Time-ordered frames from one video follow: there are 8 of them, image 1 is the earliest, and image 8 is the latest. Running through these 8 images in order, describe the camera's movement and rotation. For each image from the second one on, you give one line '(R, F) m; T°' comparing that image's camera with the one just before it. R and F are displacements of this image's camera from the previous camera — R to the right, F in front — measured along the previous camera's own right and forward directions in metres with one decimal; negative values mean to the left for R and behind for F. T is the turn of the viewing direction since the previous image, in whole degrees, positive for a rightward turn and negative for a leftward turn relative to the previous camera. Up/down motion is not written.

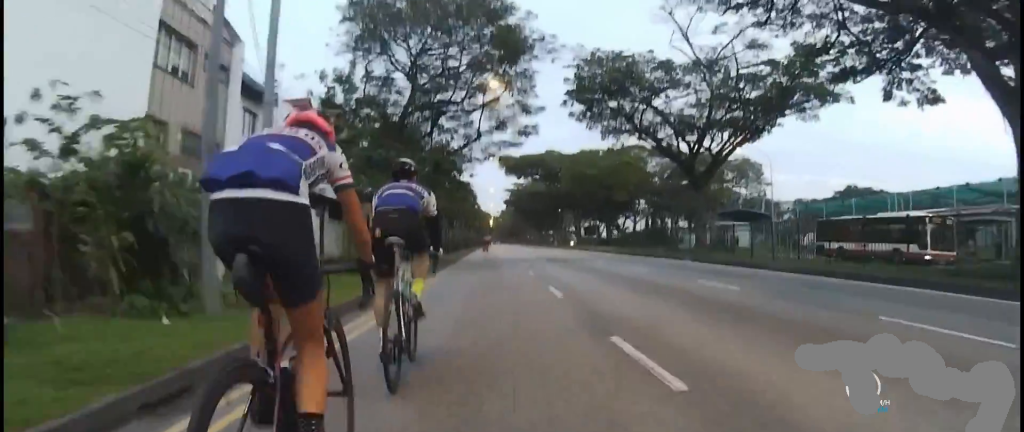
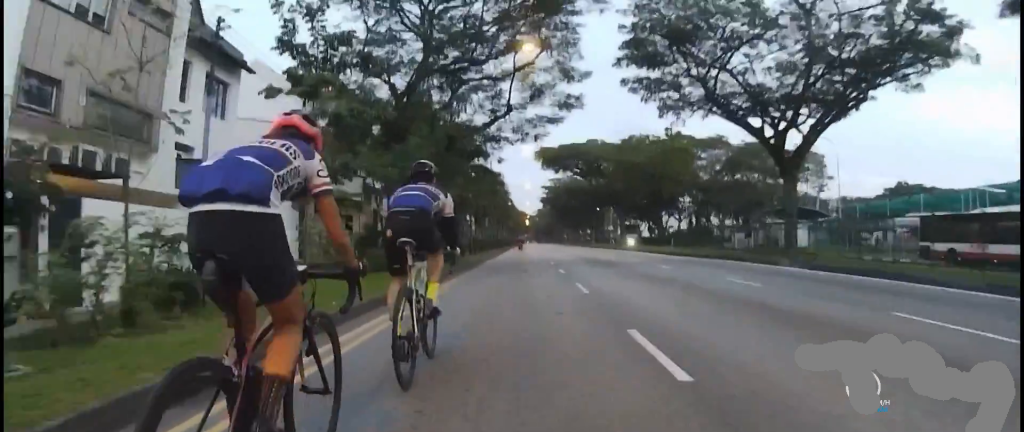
(0.0, +6.0) m; 0°
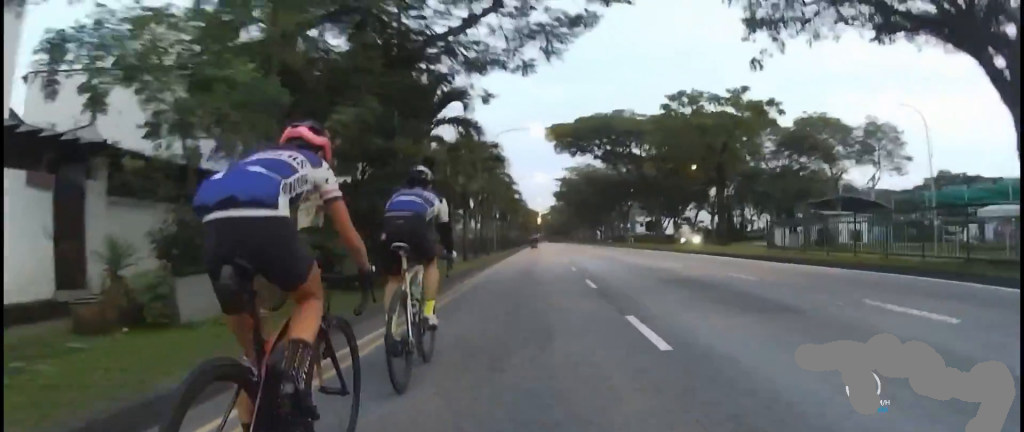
(-0.1, +11.2) m; -5°
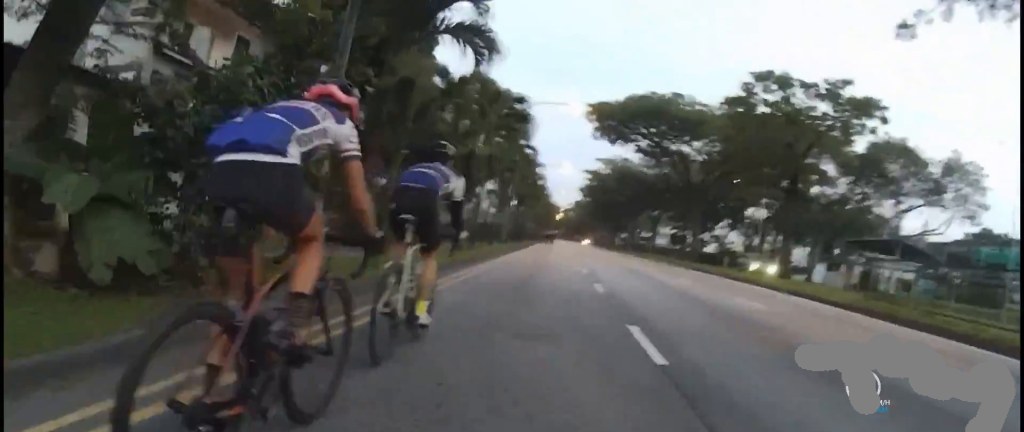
(-0.1, +6.1) m; -5°
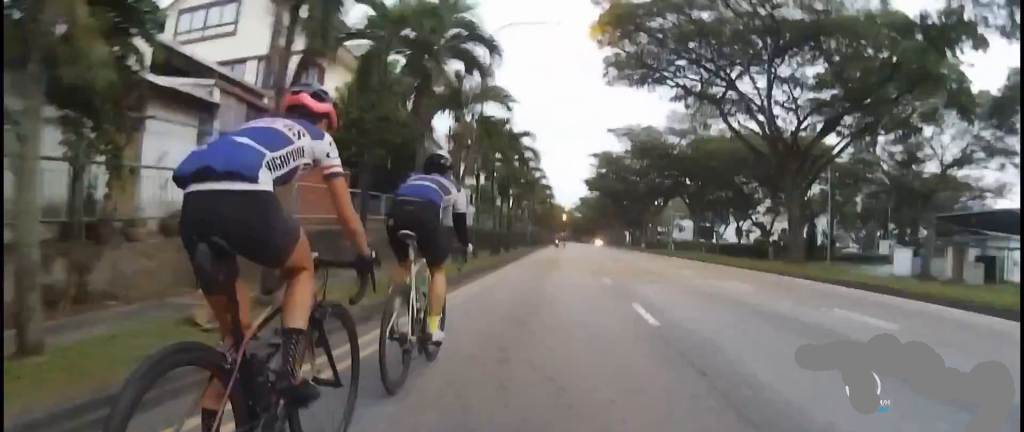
(+0.6, +16.4) m; +10°
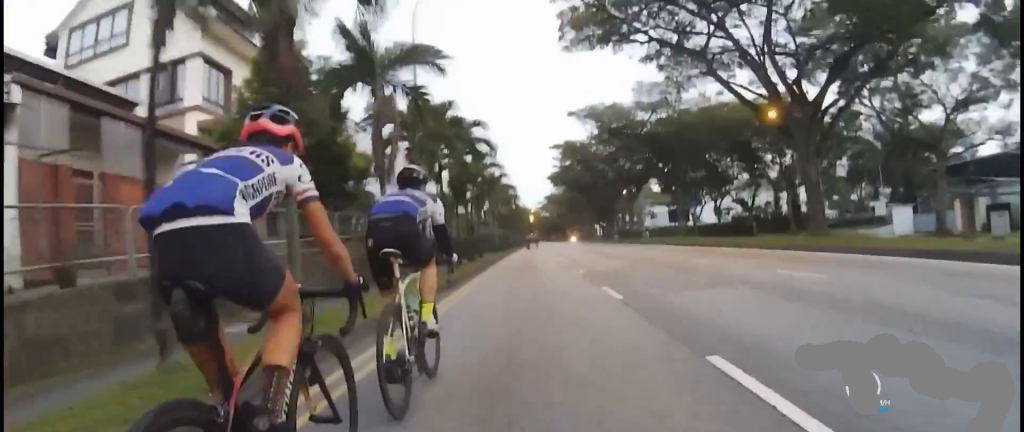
(0.0, +4.6) m; 0°
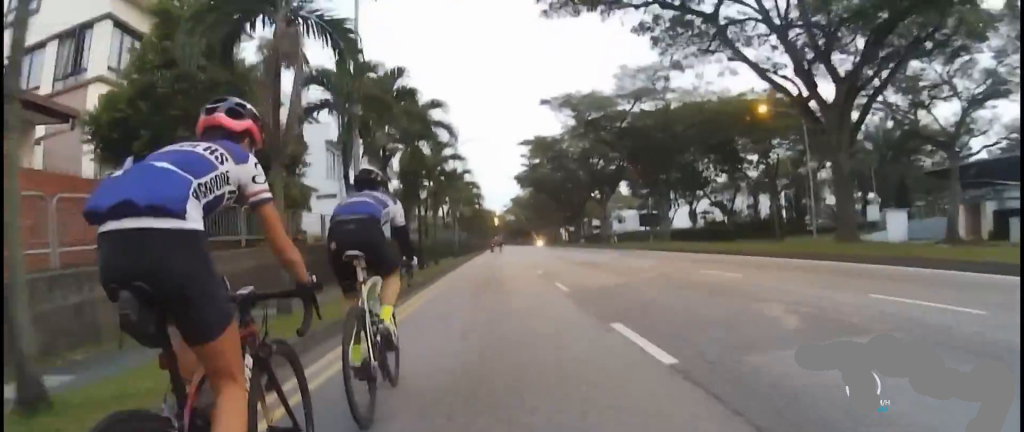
(0.0, +4.0) m; 0°
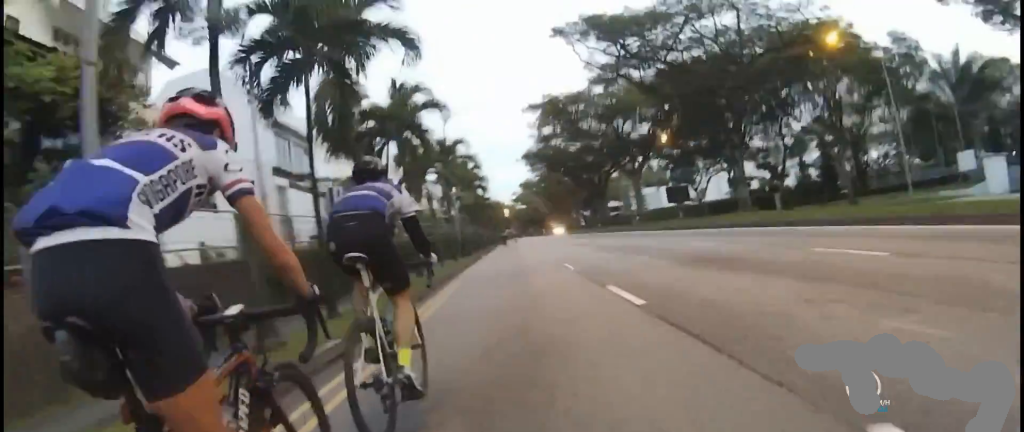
(0.0, +9.9) m; -3°
